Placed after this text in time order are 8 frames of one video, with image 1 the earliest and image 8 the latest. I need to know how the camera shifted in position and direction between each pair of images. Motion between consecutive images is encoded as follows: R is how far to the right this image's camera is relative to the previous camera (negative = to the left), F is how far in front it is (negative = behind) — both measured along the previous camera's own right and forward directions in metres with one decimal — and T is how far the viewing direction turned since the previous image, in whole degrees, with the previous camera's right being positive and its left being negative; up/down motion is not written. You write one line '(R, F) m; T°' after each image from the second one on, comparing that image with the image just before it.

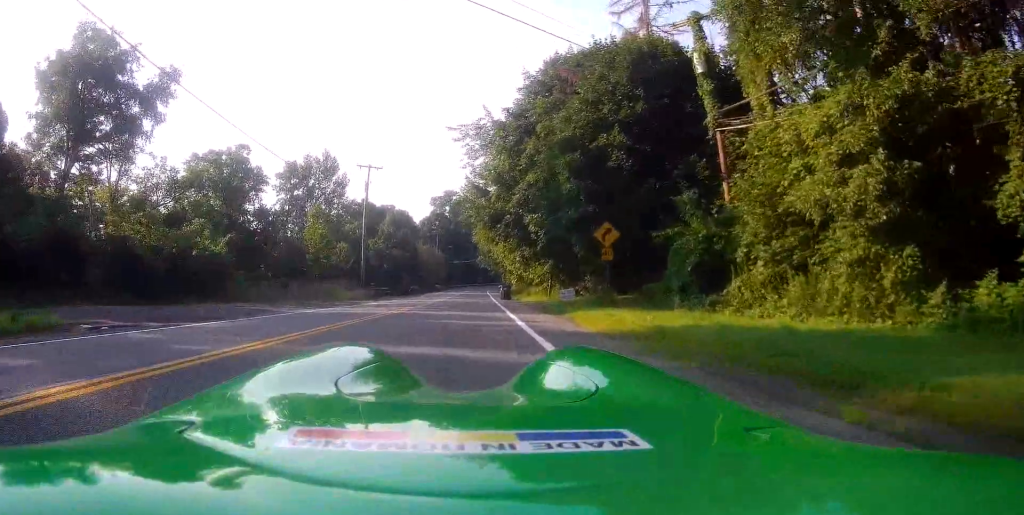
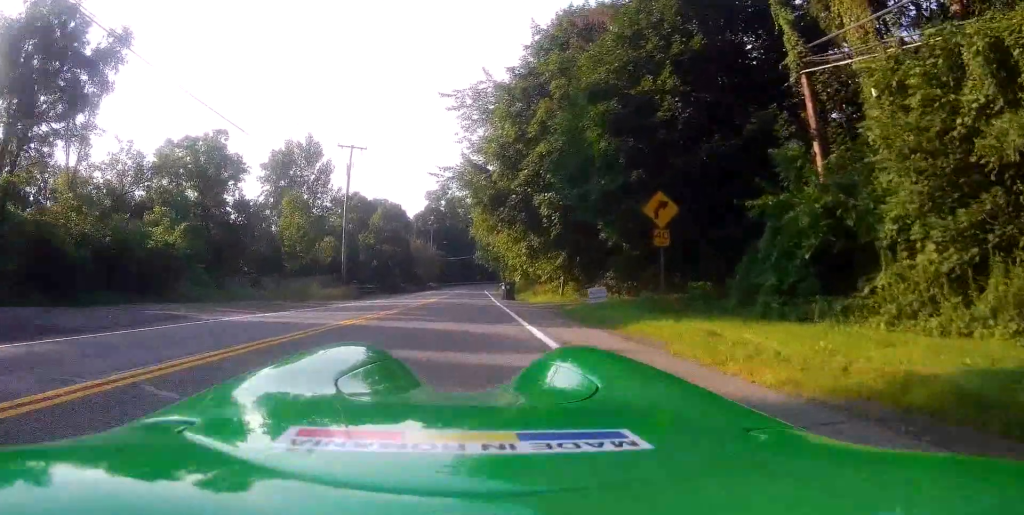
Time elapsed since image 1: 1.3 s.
(0.0, +6.4) m; +3°
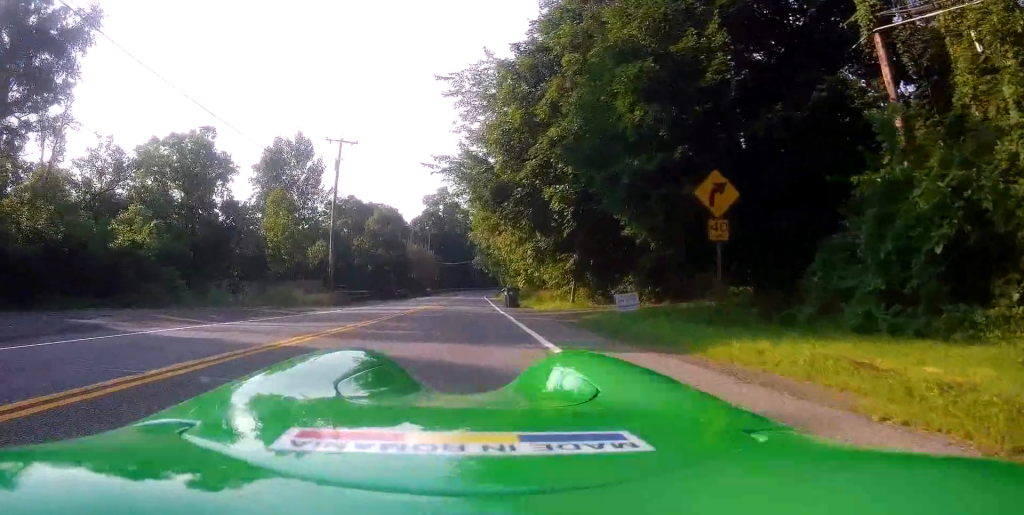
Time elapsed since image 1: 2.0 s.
(+0.3, +3.7) m; -3°
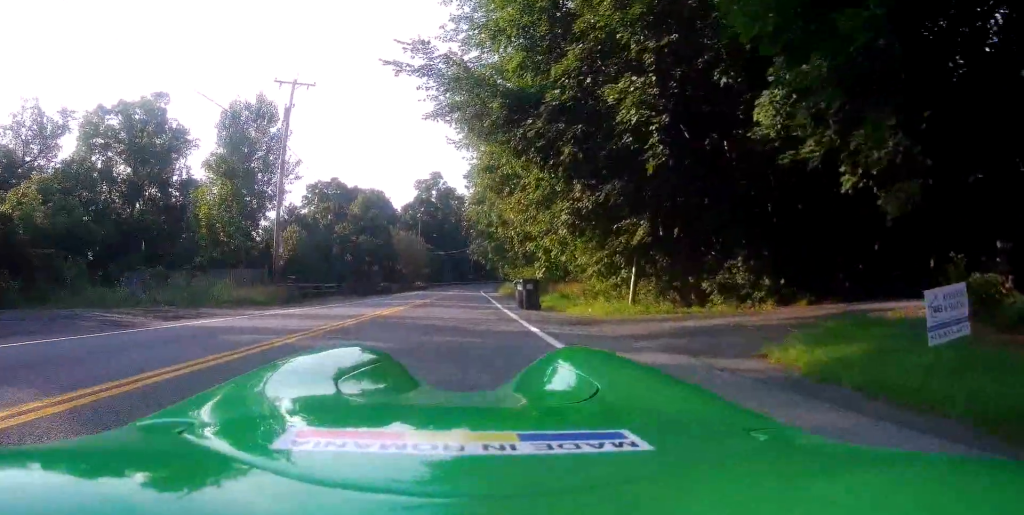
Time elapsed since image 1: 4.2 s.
(-0.4, +10.8) m; +3°
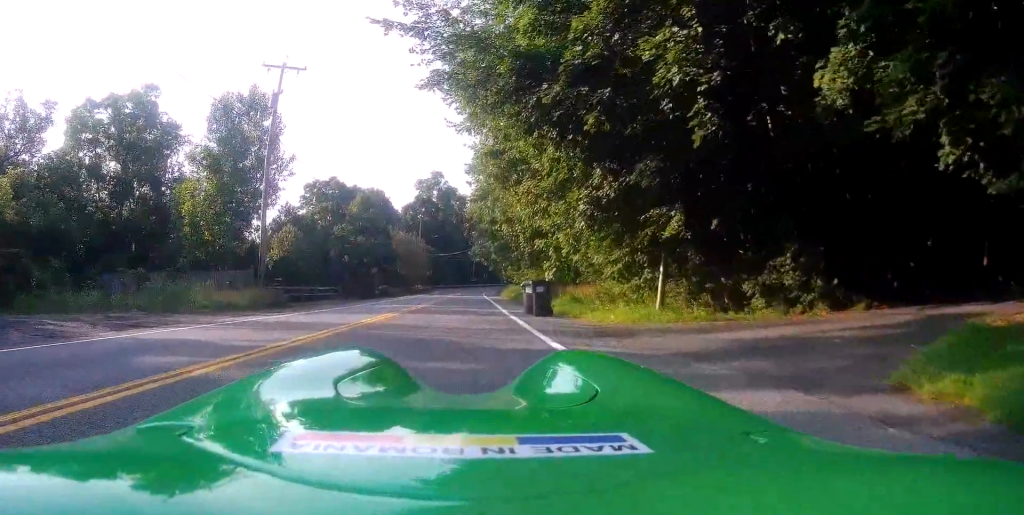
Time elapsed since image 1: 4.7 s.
(0.0, +2.4) m; -1°
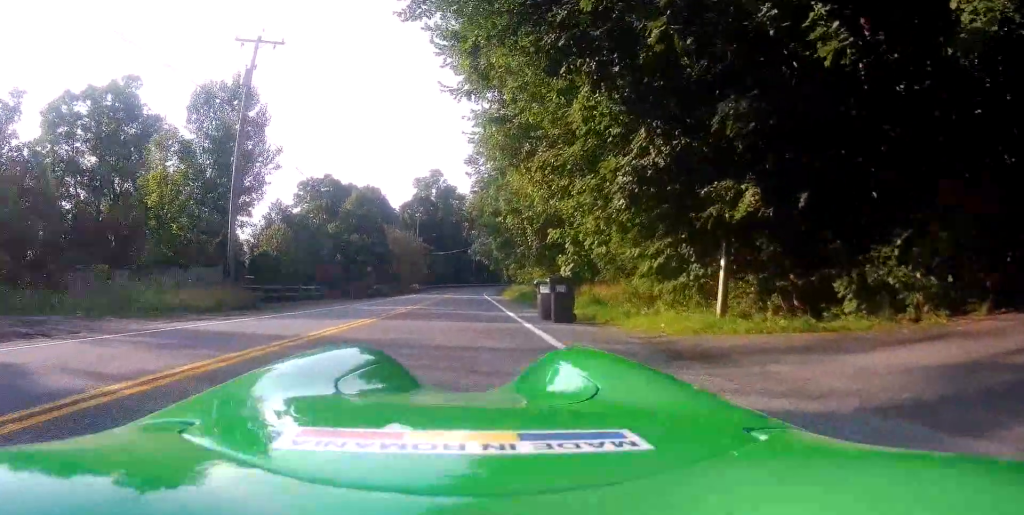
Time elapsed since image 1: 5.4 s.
(0.0, +3.9) m; 0°
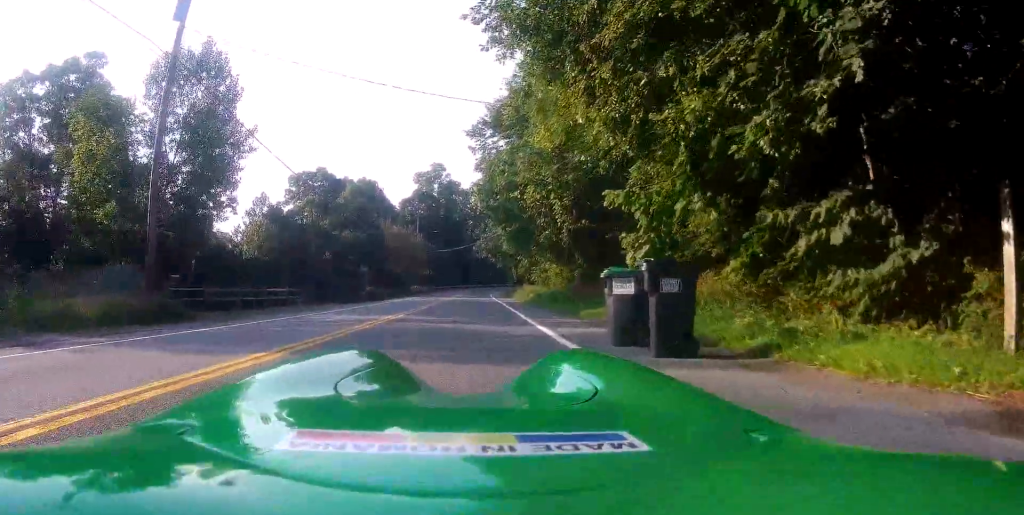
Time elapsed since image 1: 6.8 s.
(+0.3, +7.0) m; +3°
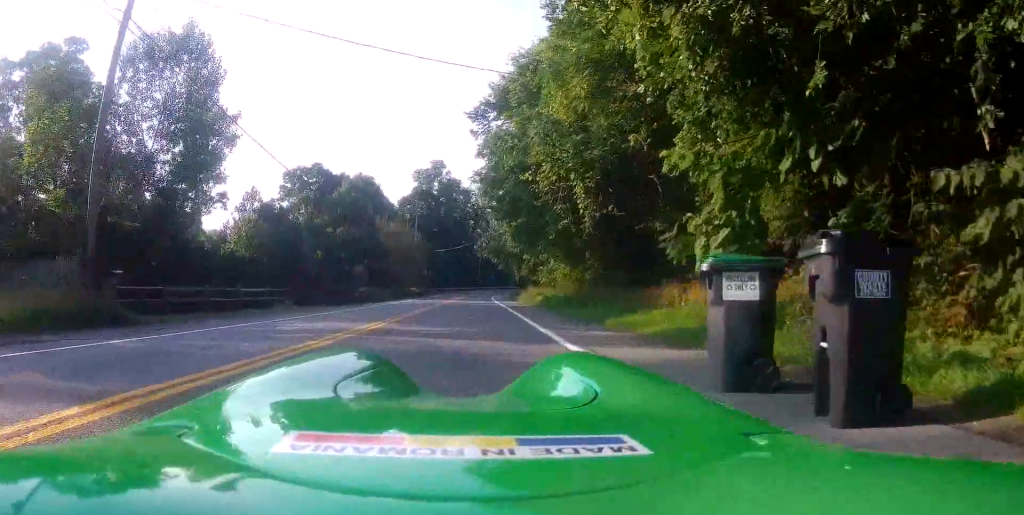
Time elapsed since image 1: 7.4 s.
(+0.2, +3.3) m; -1°
